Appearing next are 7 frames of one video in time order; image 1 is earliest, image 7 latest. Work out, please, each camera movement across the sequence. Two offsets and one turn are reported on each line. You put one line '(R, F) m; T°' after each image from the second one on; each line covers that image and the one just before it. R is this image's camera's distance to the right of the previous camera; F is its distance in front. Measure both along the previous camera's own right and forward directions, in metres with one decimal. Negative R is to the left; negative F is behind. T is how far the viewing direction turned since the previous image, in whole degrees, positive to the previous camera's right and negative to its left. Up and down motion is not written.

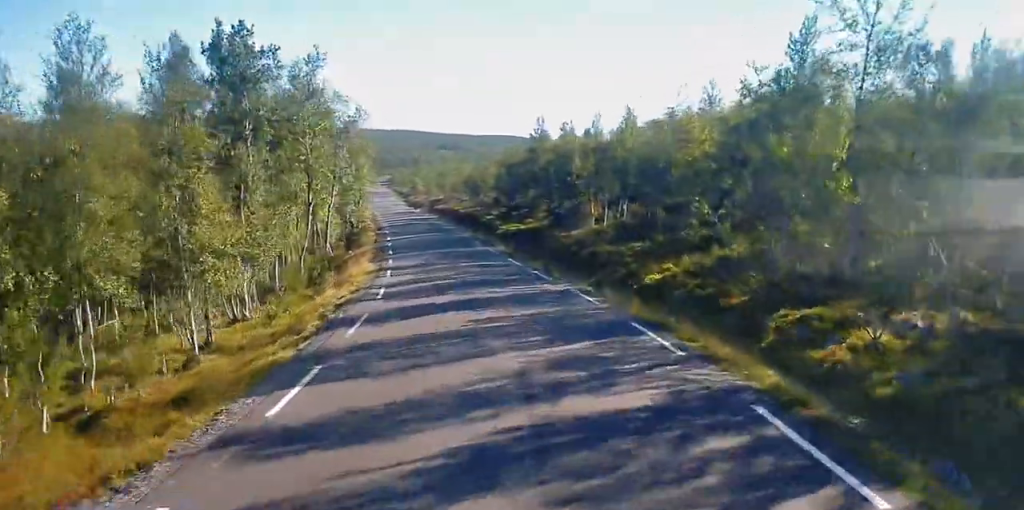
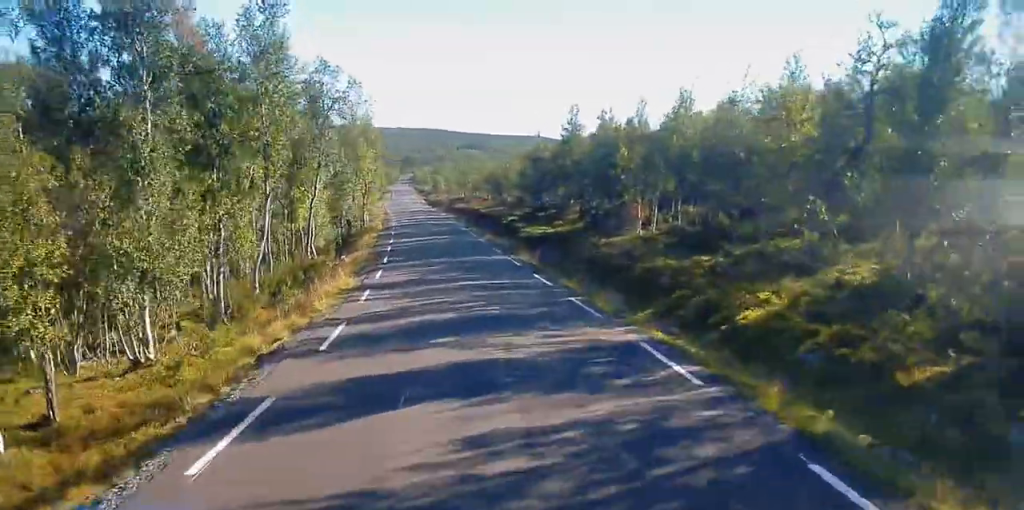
(-0.2, +8.4) m; -1°
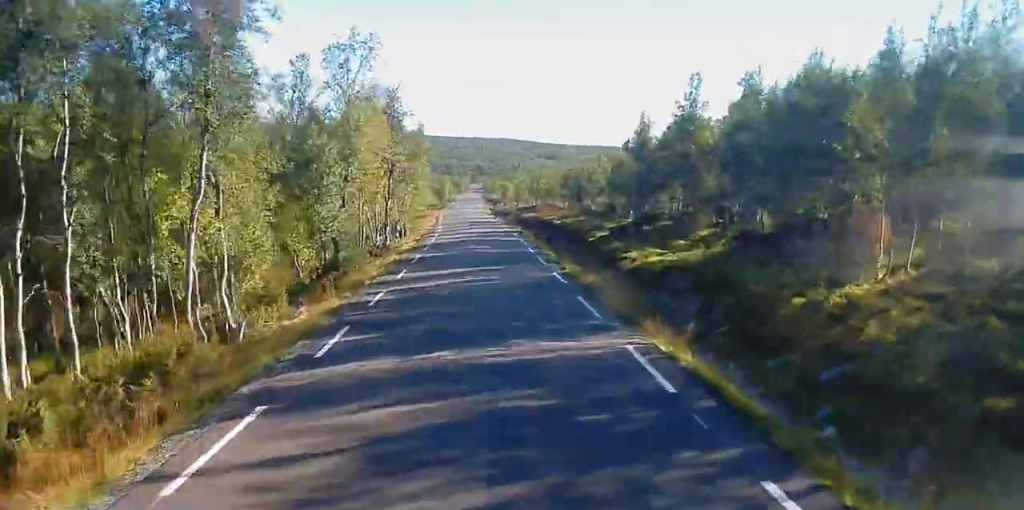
(-0.2, +18.6) m; -3°
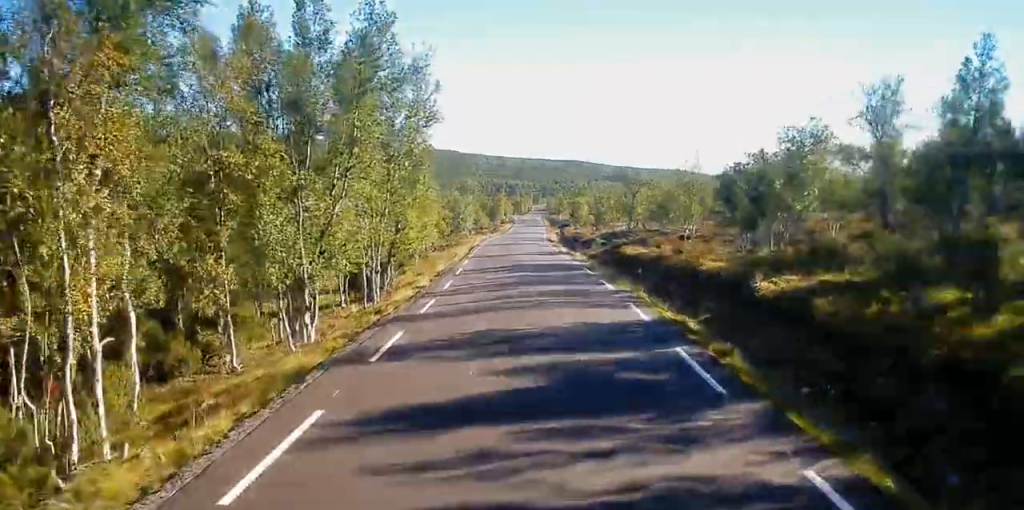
(-2.8, +36.2) m; -6°
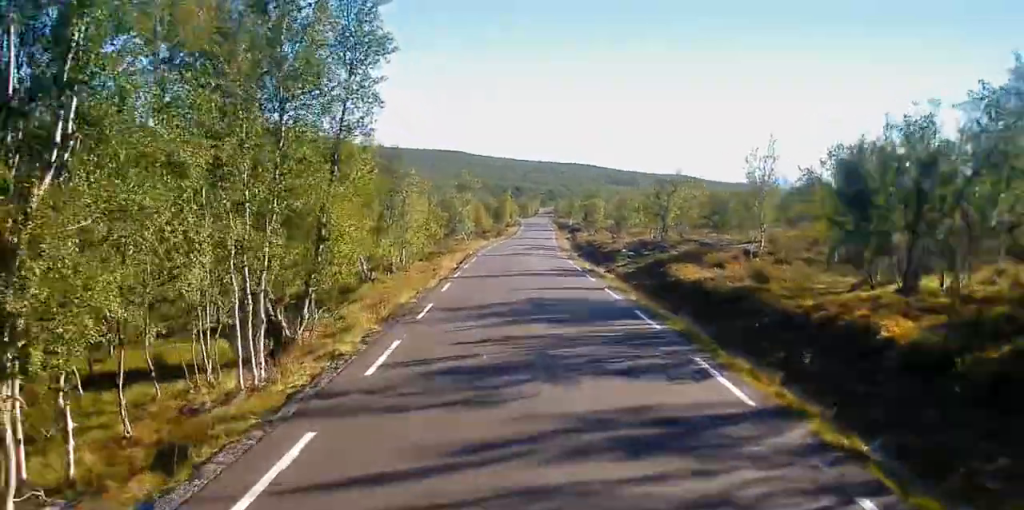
(0.0, +12.8) m; +1°
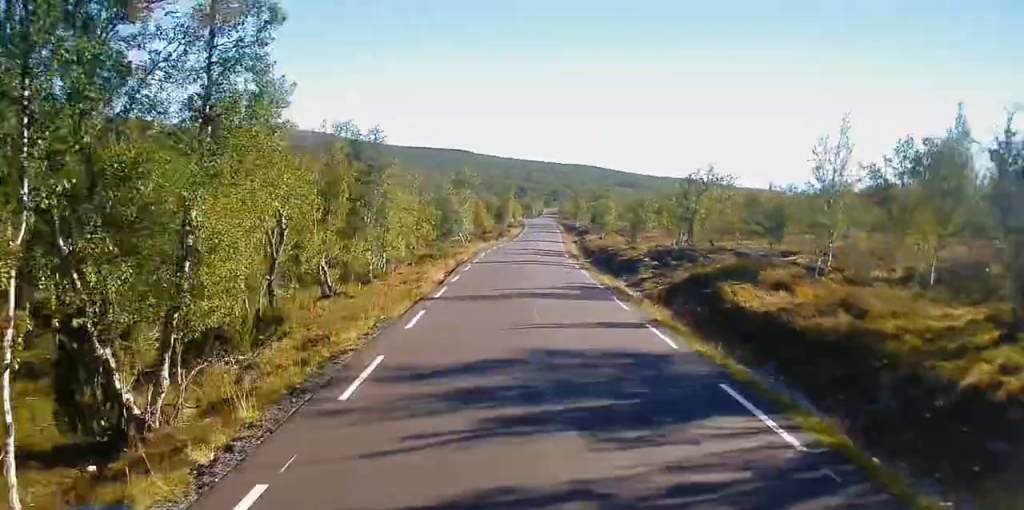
(+0.2, +7.7) m; 0°
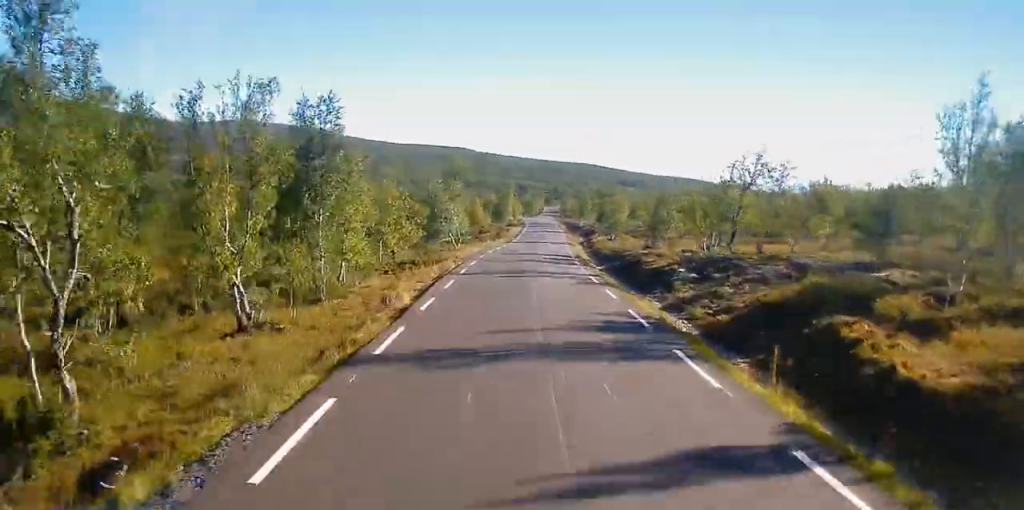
(+0.1, +9.0) m; 0°
